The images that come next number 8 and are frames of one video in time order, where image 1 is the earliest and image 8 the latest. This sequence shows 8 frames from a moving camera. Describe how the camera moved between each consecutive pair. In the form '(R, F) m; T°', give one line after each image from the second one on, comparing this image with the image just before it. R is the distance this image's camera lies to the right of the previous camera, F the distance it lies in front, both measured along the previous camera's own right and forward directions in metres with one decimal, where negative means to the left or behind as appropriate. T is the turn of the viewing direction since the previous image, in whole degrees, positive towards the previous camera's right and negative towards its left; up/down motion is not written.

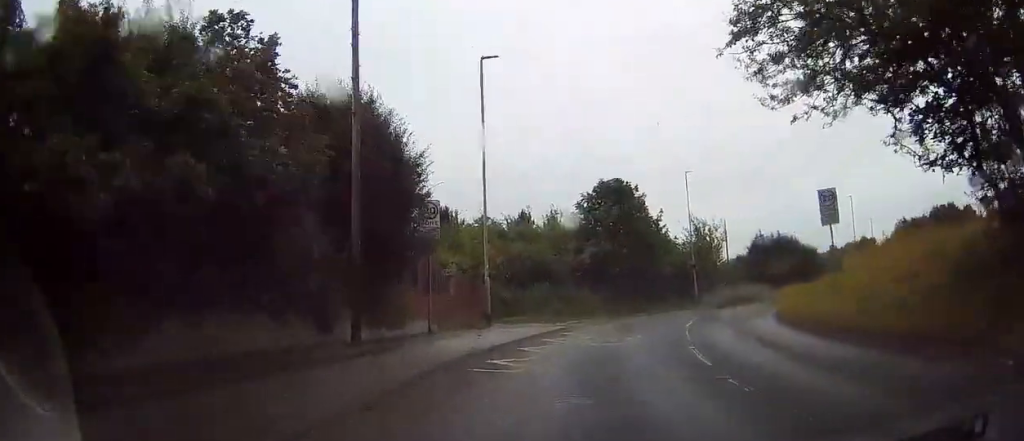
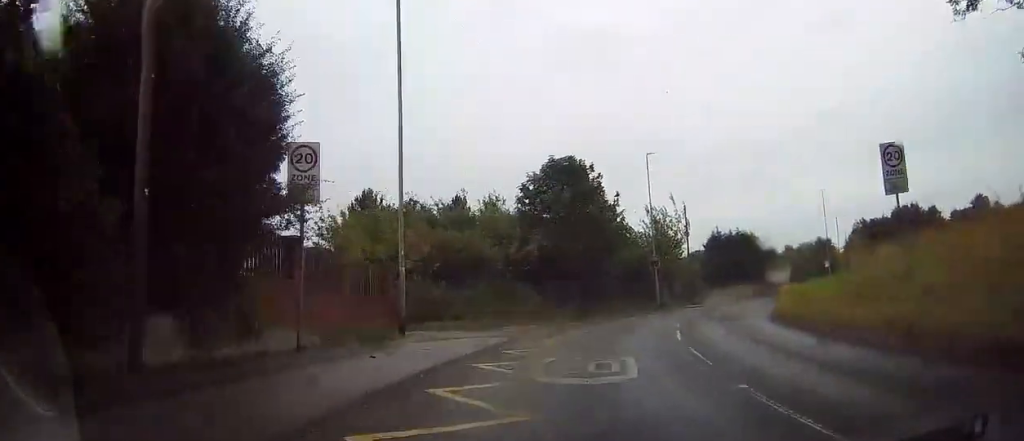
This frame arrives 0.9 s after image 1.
(-0.1, +6.9) m; +4°
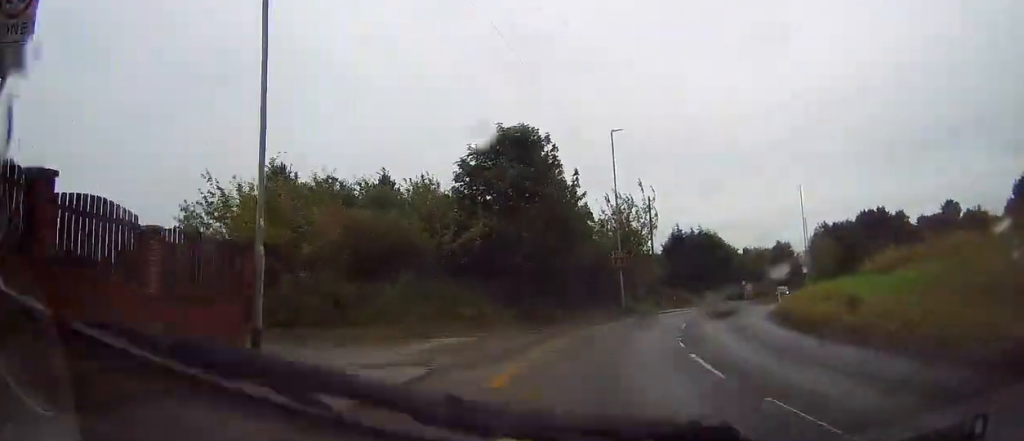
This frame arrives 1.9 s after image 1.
(+0.6, +7.2) m; +6°
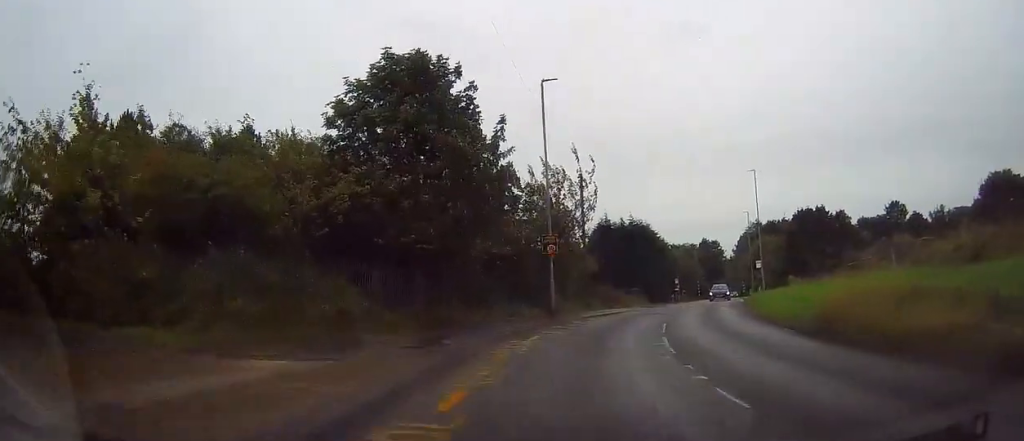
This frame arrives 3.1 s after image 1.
(+0.2, +8.9) m; +3°
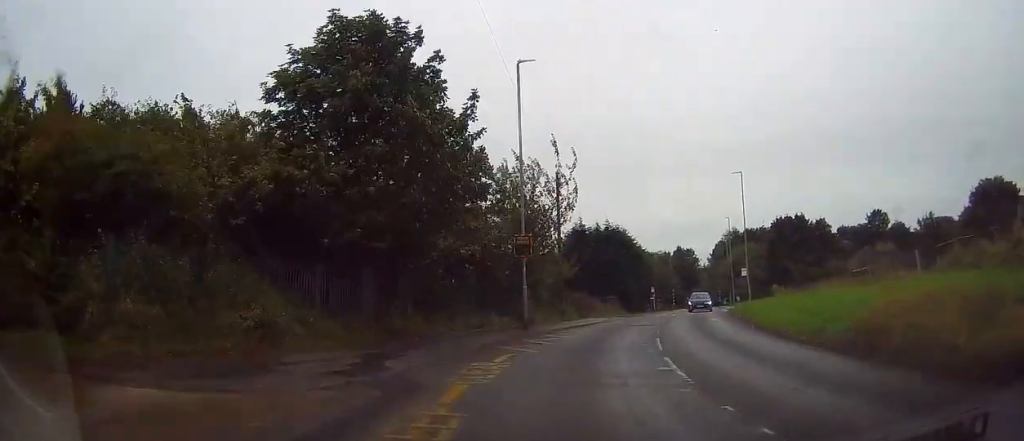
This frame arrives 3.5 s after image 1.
(+0.1, +3.4) m; +4°
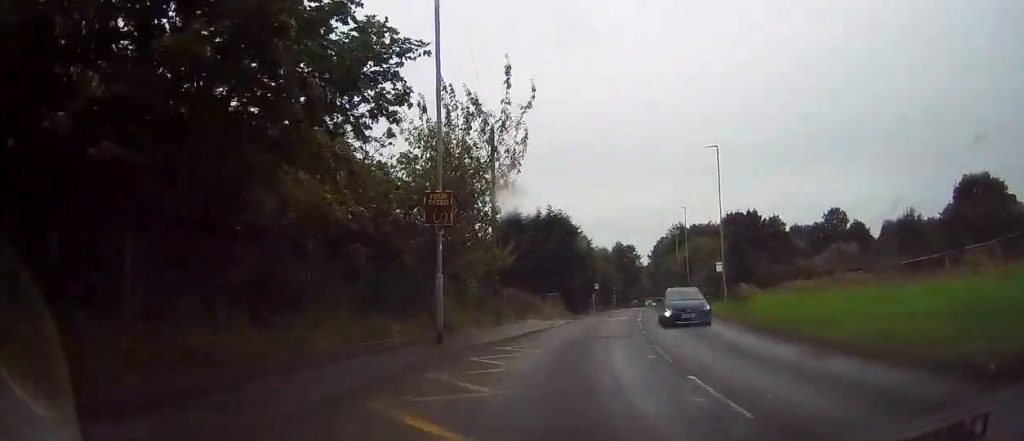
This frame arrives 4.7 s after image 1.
(+1.0, +9.4) m; +10°
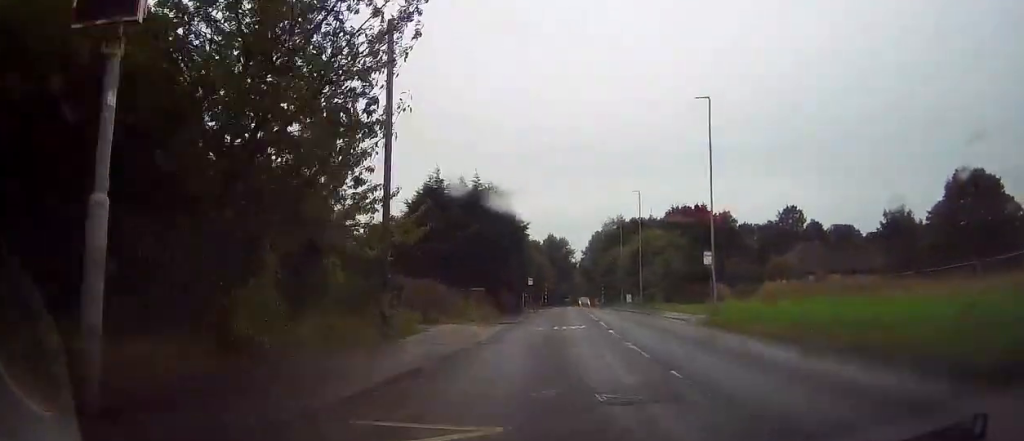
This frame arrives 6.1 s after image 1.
(+0.2, +11.5) m; +3°
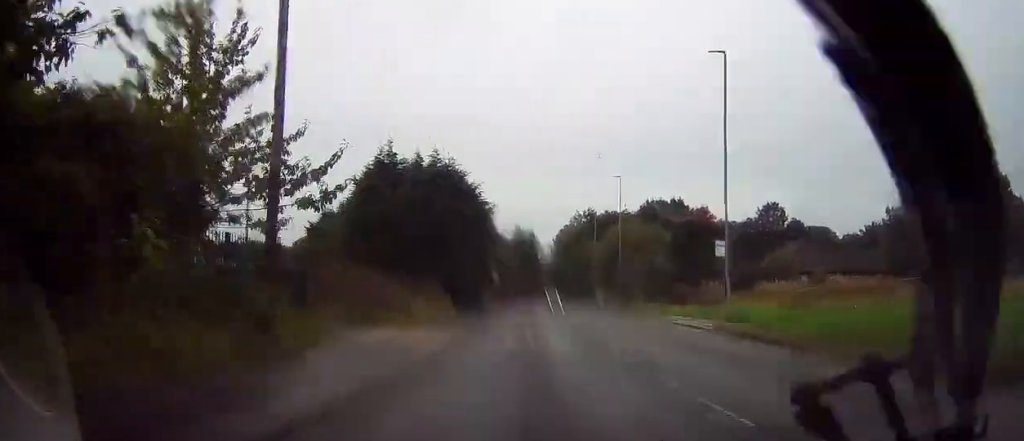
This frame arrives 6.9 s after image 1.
(+0.4, +6.6) m; +3°
